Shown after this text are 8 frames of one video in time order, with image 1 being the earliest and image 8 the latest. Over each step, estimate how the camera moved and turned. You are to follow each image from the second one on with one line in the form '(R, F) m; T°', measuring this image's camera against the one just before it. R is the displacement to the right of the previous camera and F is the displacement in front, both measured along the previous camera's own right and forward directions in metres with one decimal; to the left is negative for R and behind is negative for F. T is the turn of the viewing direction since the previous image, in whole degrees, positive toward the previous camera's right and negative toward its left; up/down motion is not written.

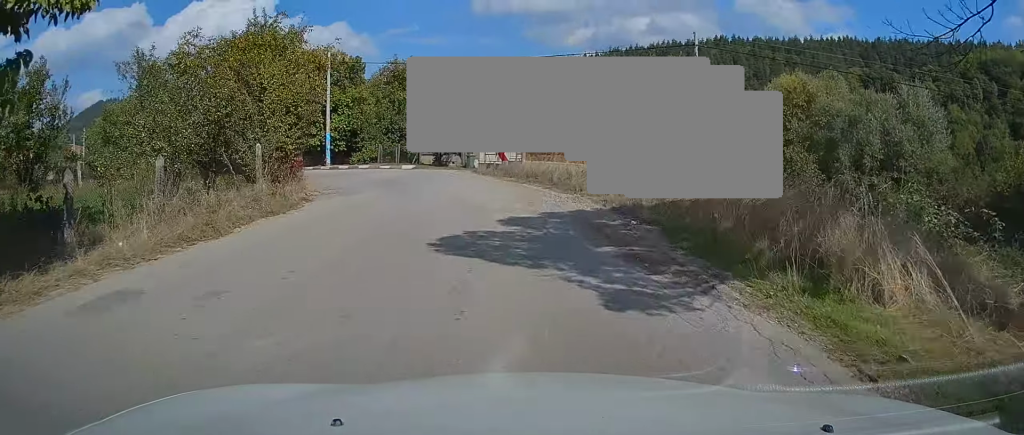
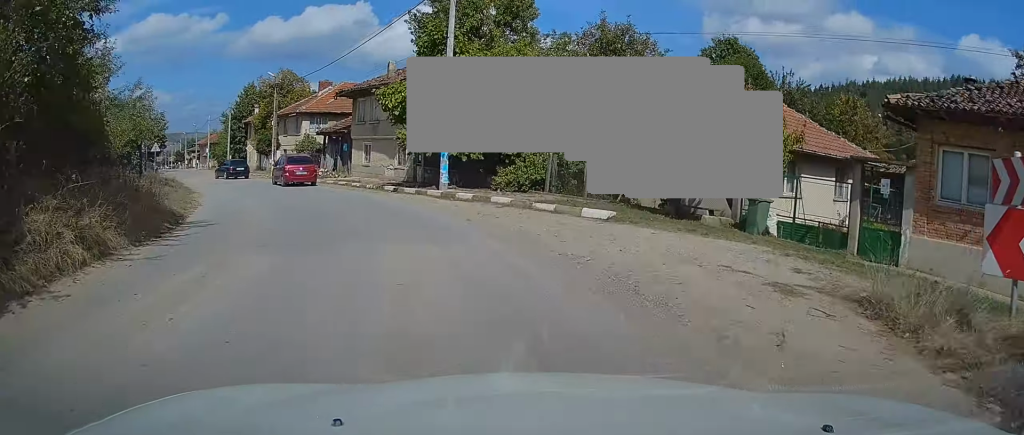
(-2.7, +23.9) m; -16°
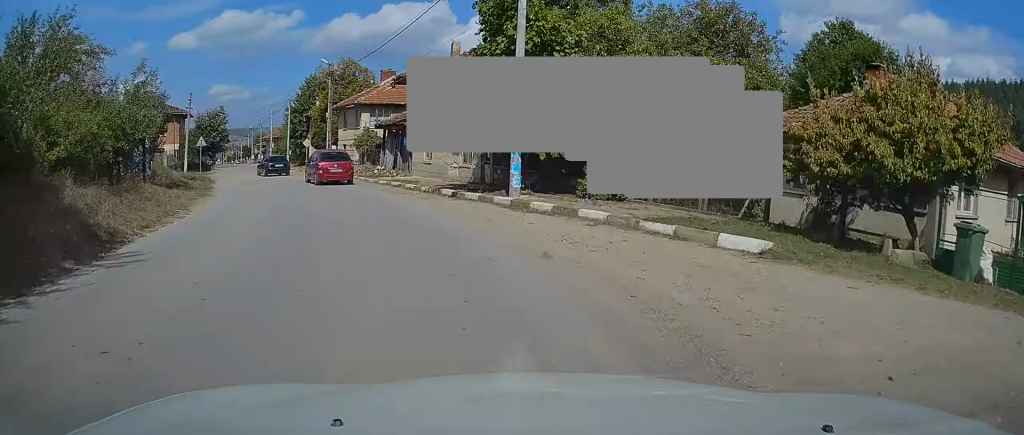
(-0.5, +5.3) m; -8°
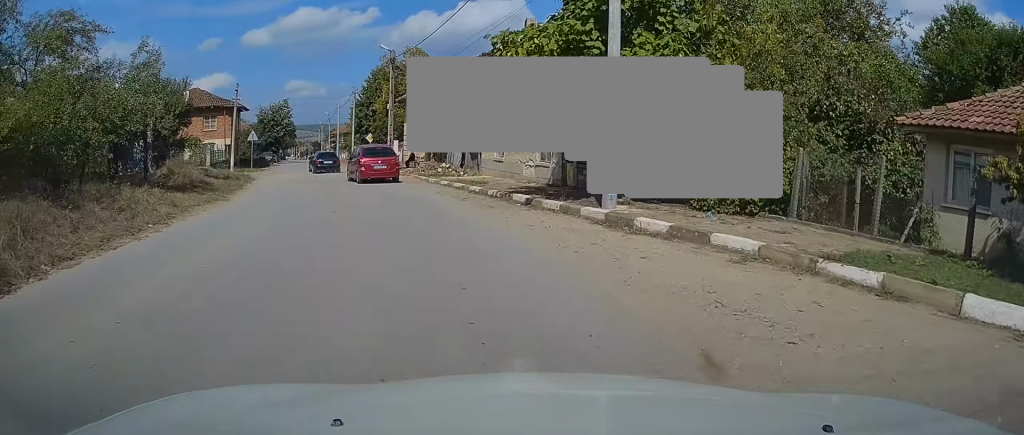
(-0.1, +4.4) m; -6°
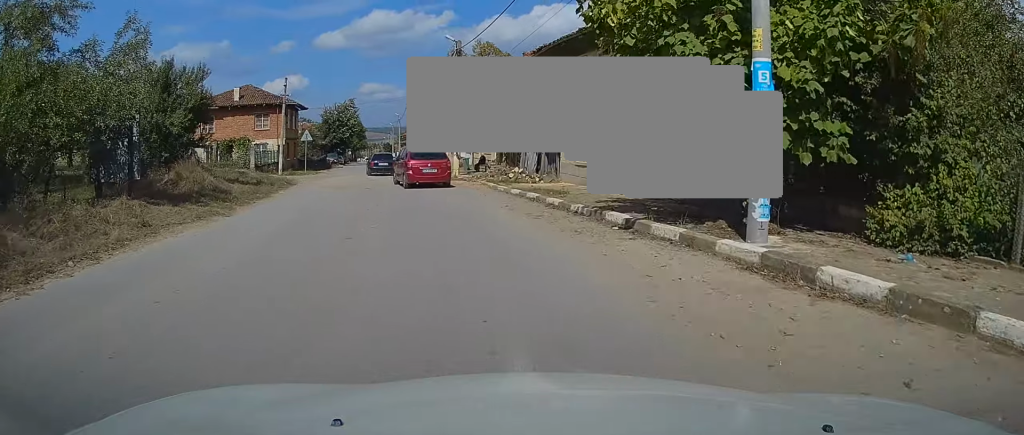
(-0.5, +4.5) m; -6°
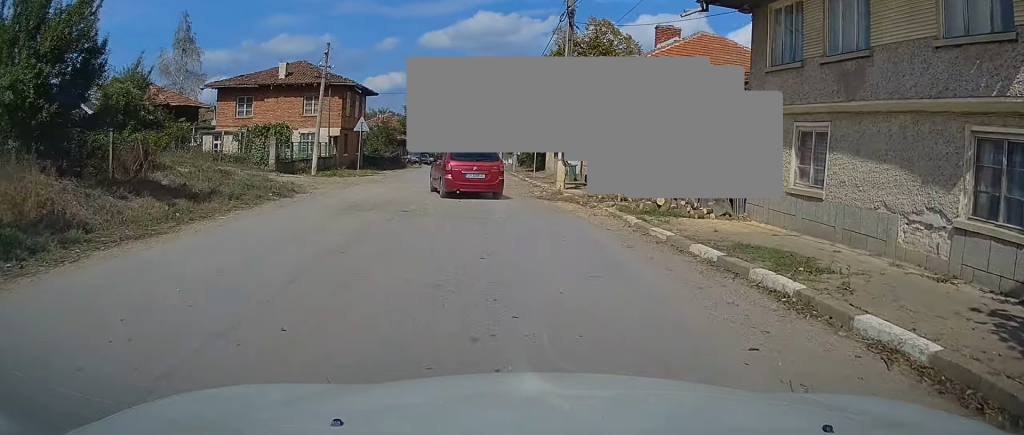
(-1.3, +11.1) m; -11°
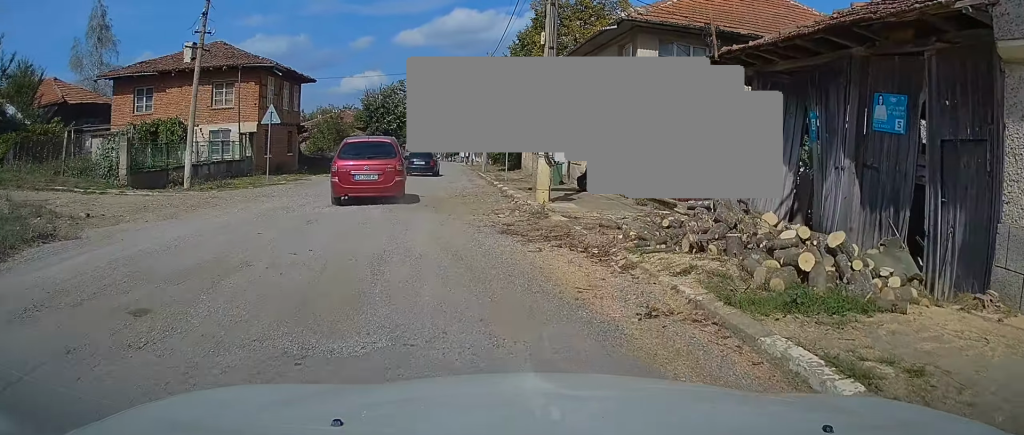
(-0.6, +9.0) m; -6°
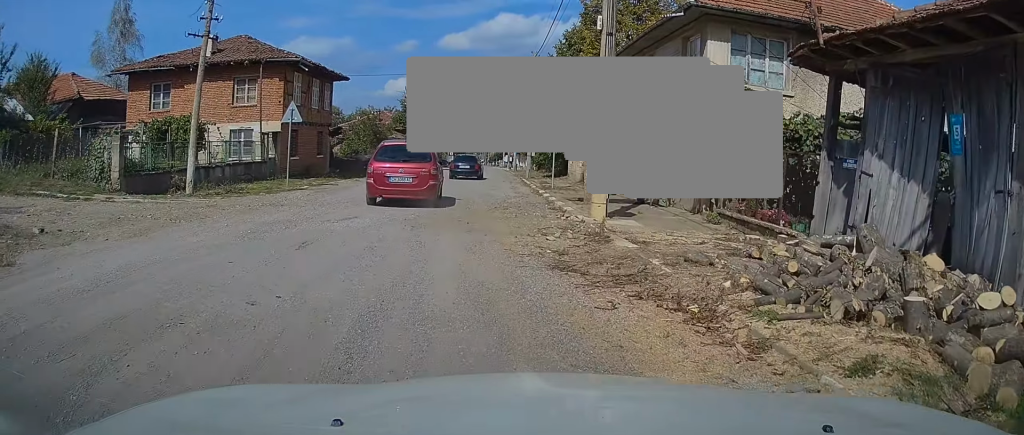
(0.0, +2.8) m; -2°
